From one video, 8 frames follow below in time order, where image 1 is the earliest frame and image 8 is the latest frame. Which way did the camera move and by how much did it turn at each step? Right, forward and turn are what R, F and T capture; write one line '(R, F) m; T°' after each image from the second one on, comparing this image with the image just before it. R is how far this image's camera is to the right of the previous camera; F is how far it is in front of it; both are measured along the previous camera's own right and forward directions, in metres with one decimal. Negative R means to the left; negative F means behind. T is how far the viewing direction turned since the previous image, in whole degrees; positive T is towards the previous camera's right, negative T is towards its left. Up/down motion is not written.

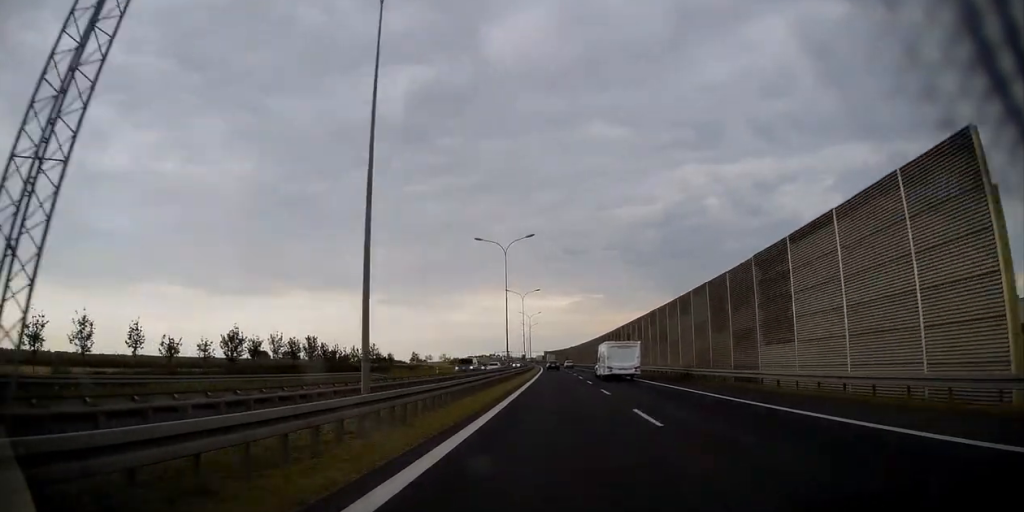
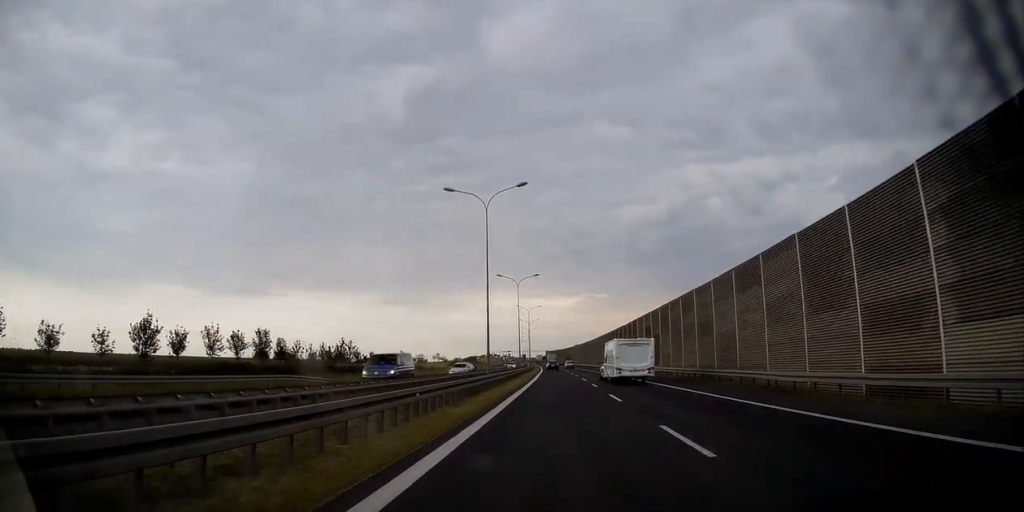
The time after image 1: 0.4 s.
(0.0, +16.0) m; 0°
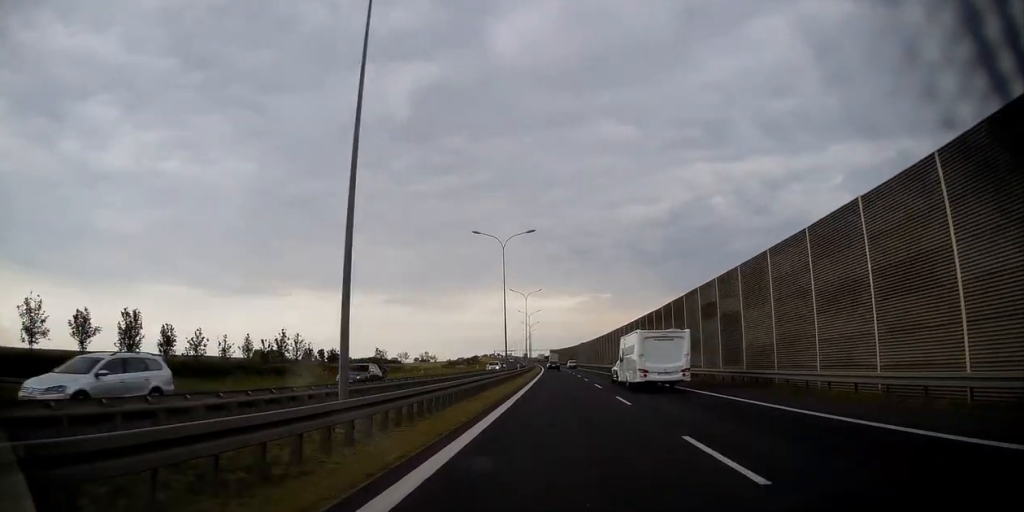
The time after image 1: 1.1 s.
(0.0, +25.9) m; 0°
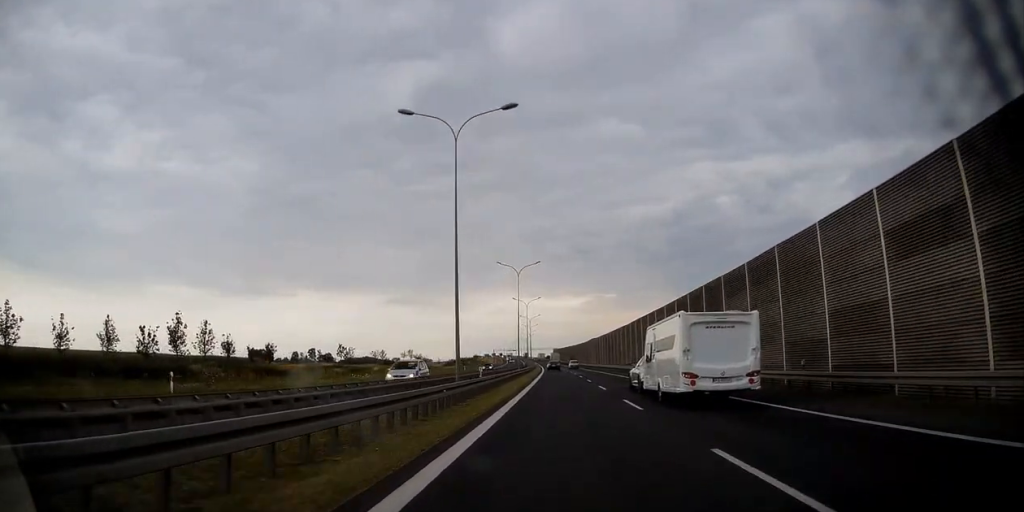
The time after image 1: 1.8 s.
(-0.2, +26.0) m; 0°
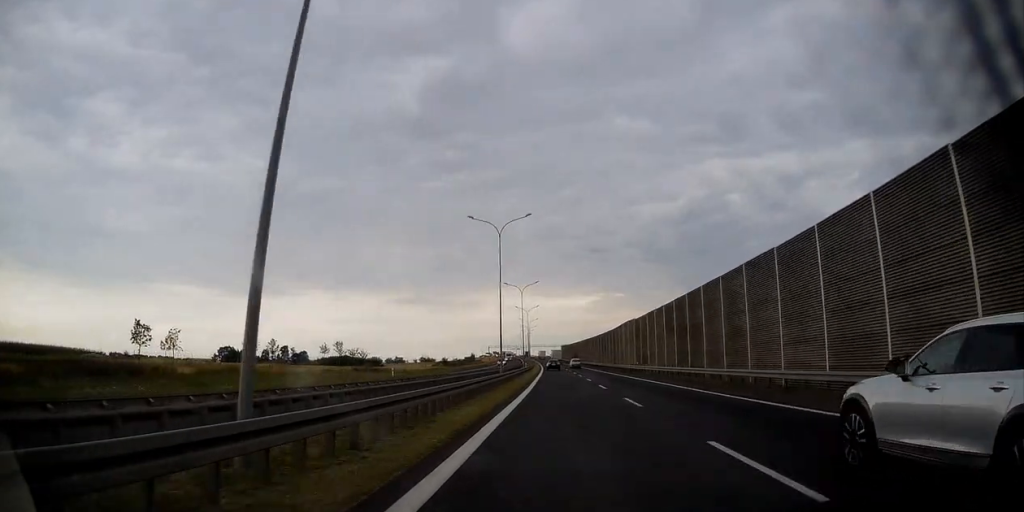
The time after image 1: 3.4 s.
(-0.4, +59.7) m; -1°
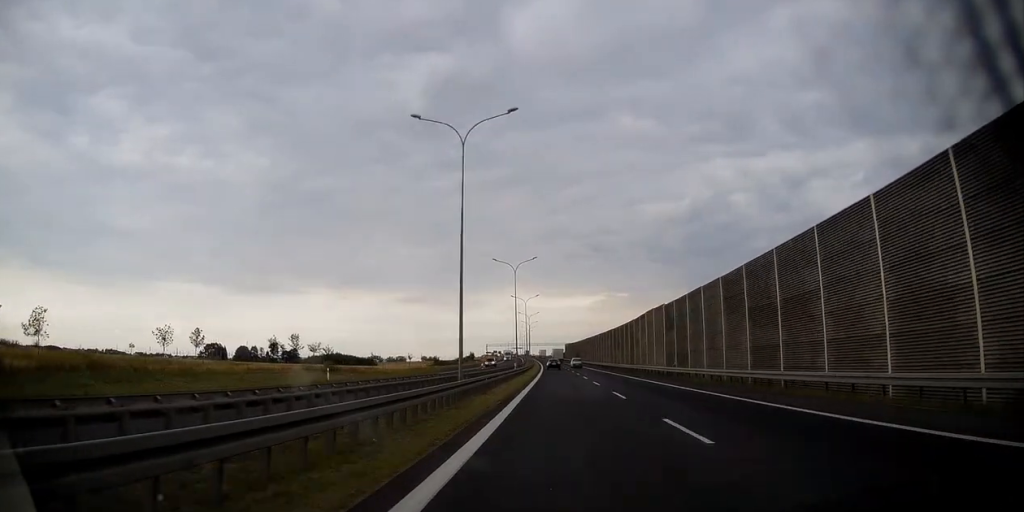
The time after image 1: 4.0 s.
(0.0, +20.0) m; 0°
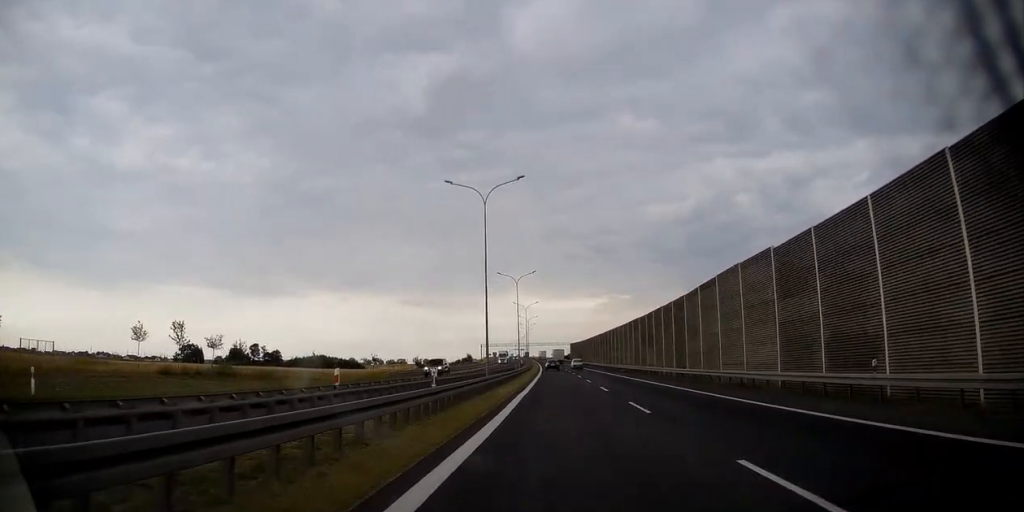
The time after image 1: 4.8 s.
(-0.2, +29.9) m; 0°
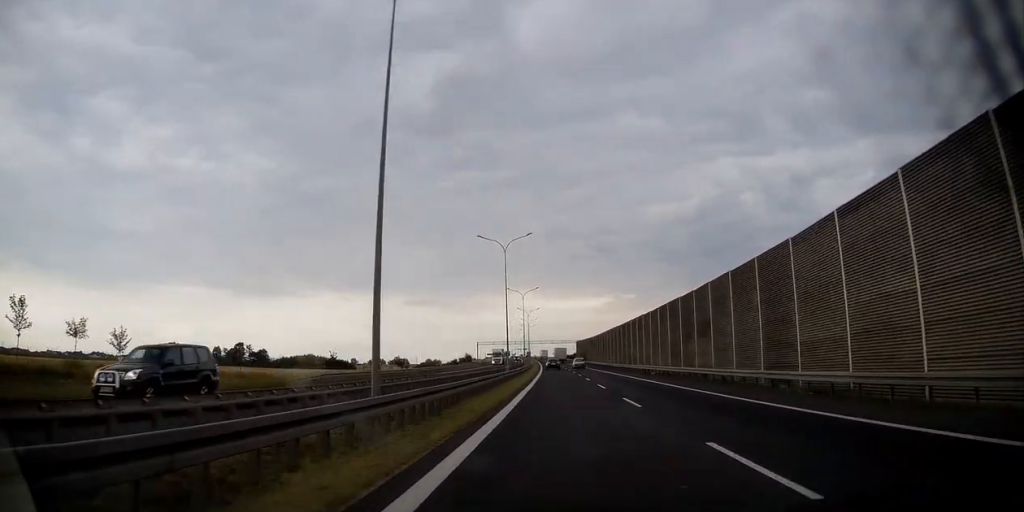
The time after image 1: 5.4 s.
(-0.1, +22.5) m; 0°
